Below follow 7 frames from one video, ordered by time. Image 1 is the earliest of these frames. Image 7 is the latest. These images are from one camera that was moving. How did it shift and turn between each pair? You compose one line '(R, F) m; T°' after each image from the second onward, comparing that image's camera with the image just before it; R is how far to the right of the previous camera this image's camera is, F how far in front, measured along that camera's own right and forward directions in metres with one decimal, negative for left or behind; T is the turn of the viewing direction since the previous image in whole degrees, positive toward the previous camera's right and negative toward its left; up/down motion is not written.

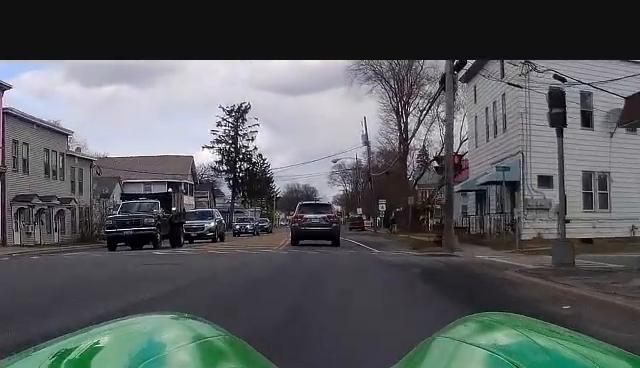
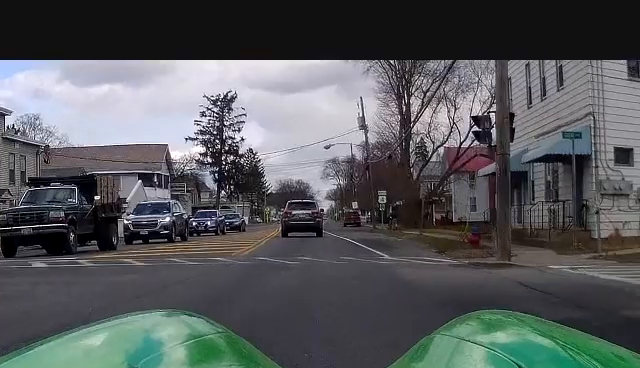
(-0.4, +9.6) m; -3°
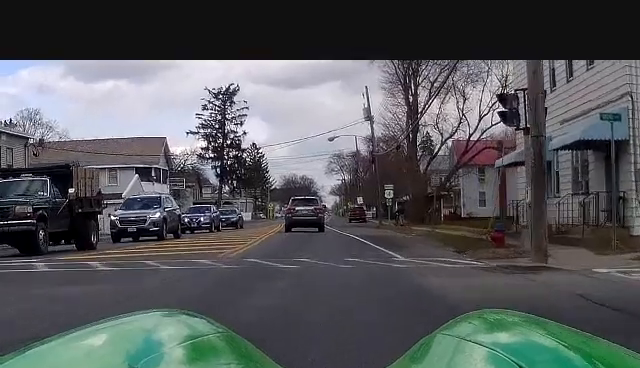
(-0.1, +2.6) m; 0°
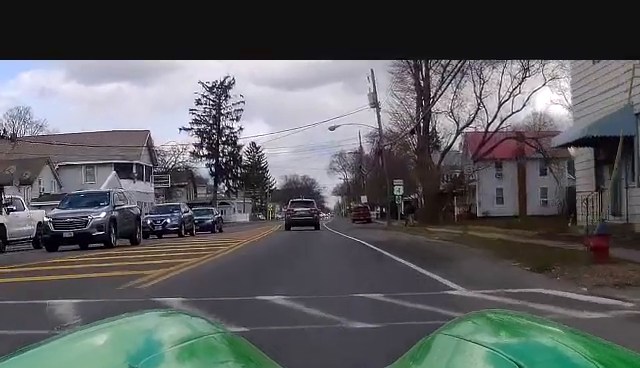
(+0.2, +7.0) m; 0°
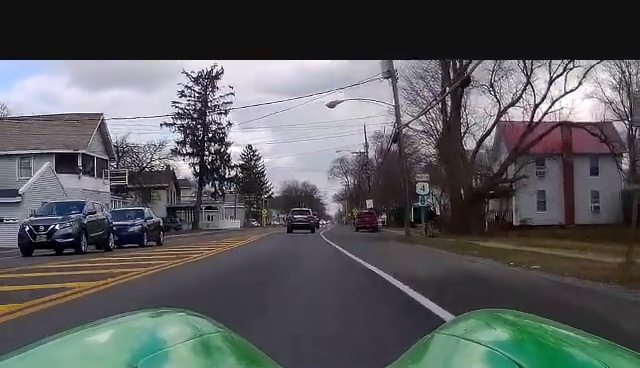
(0.0, +16.7) m; +1°
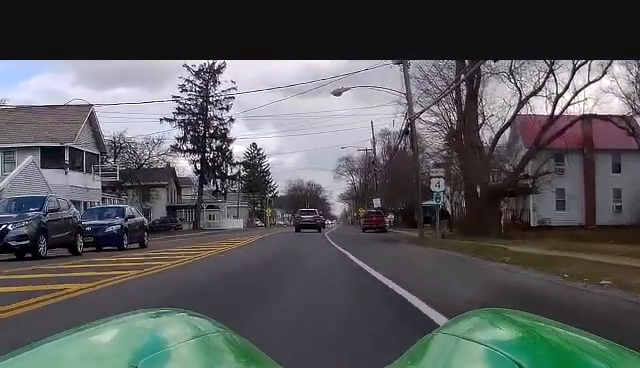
(0.0, +3.1) m; 0°
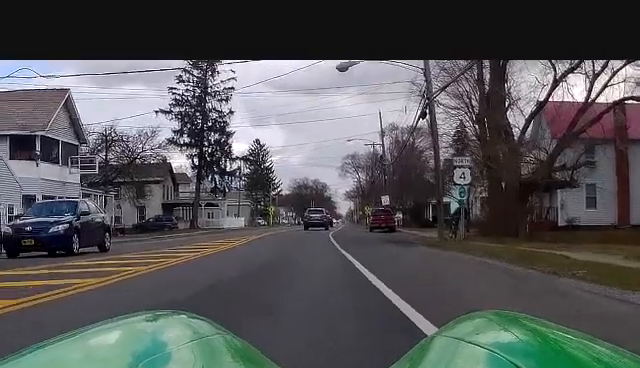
(0.0, +4.9) m; -1°
